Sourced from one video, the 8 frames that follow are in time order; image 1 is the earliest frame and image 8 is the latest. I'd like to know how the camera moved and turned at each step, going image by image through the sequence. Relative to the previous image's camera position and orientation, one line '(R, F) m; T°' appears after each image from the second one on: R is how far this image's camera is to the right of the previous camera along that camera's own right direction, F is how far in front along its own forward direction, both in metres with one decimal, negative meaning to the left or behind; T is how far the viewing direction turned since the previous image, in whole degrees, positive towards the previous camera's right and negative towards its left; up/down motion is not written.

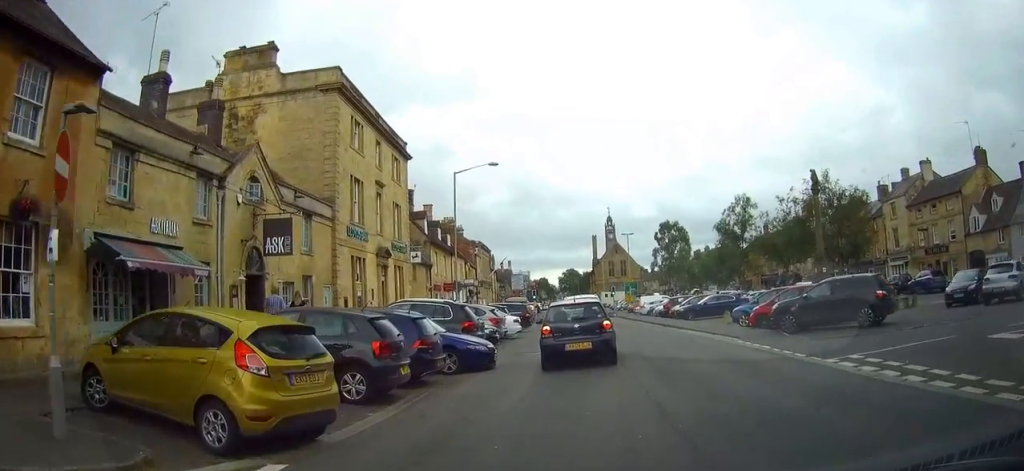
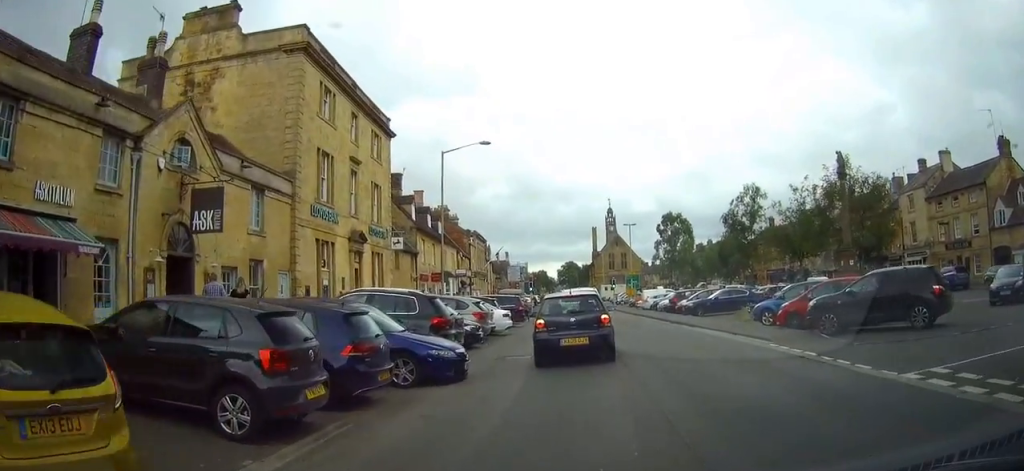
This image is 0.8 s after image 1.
(0.0, +3.6) m; +2°
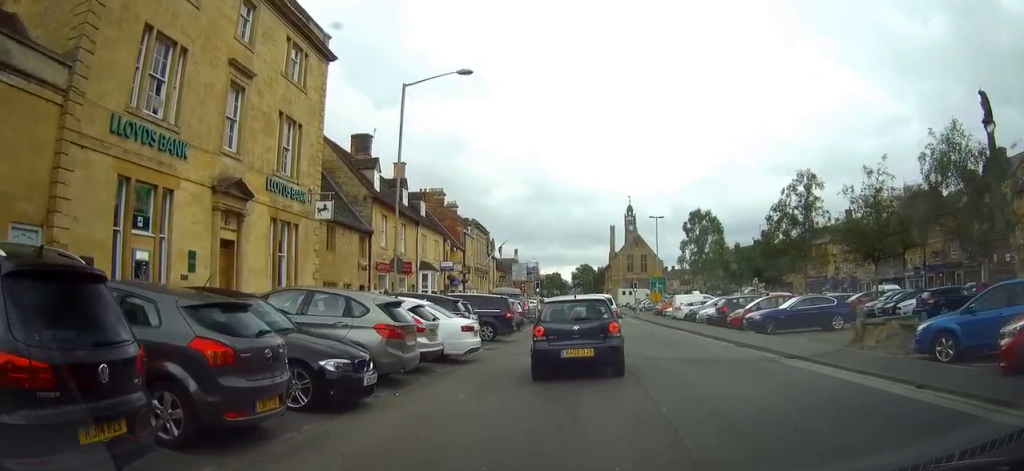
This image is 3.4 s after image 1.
(+0.4, +12.2) m; +2°
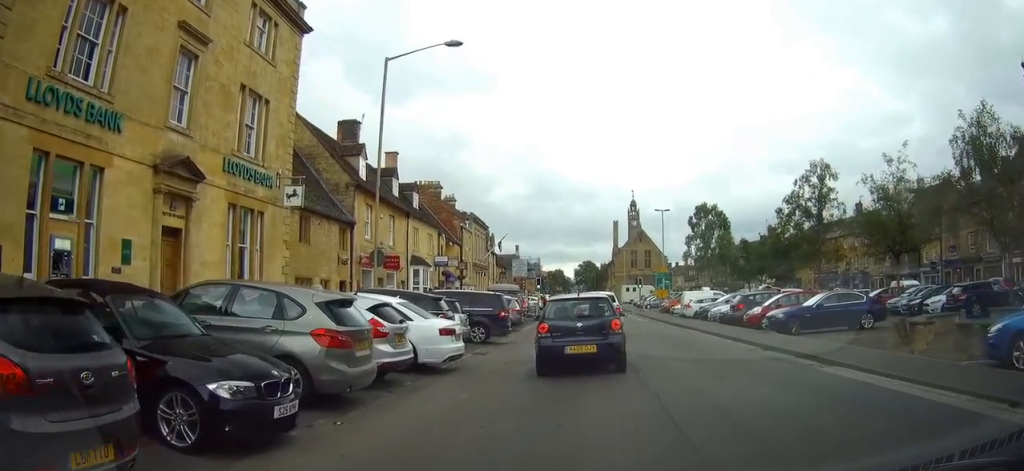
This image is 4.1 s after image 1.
(0.0, +2.6) m; +1°
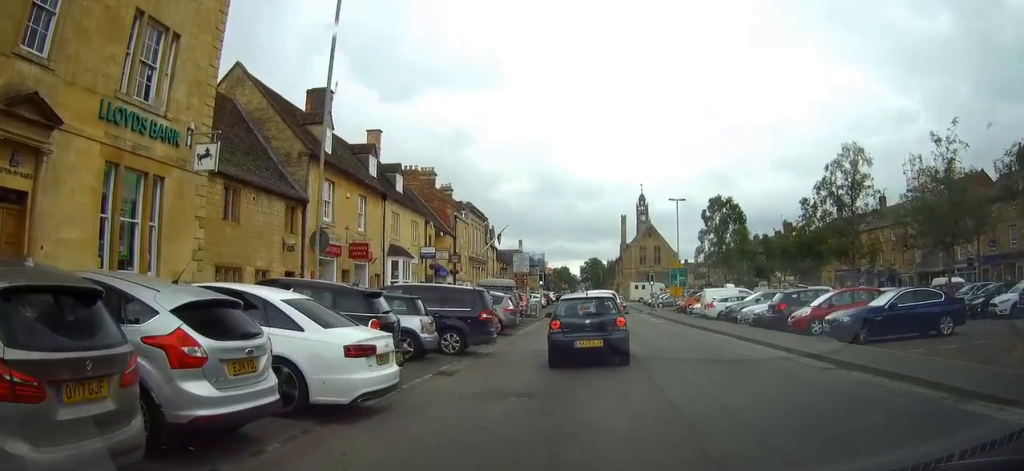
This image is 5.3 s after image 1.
(+0.1, +5.3) m; +2°
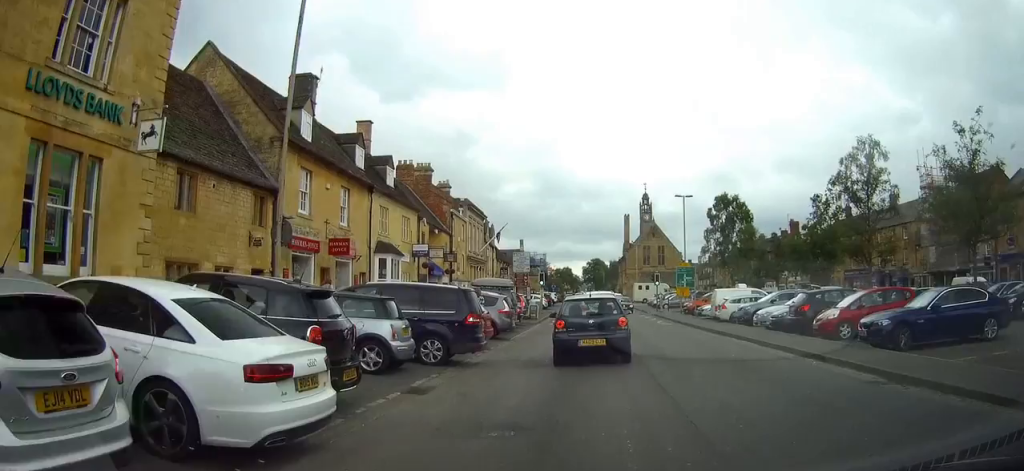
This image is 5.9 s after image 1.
(0.0, +2.3) m; -1°
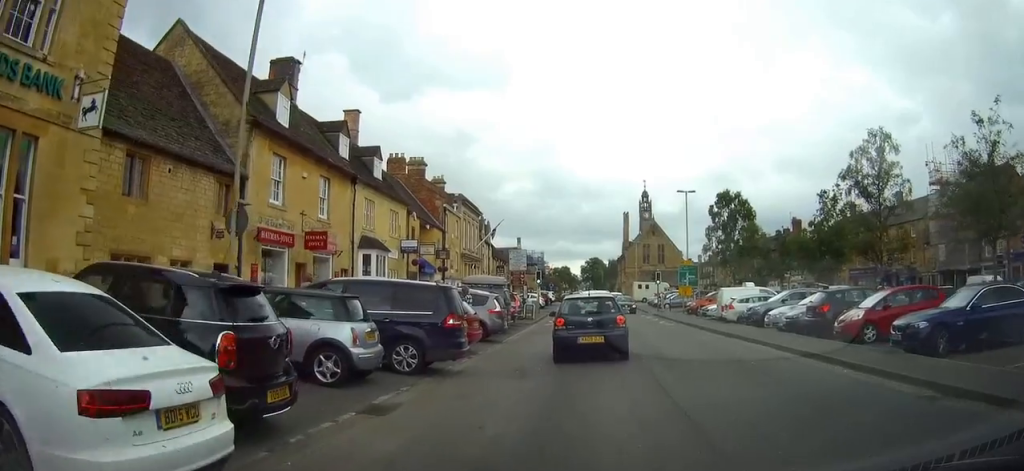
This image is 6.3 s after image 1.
(+0.1, +1.9) m; -2°
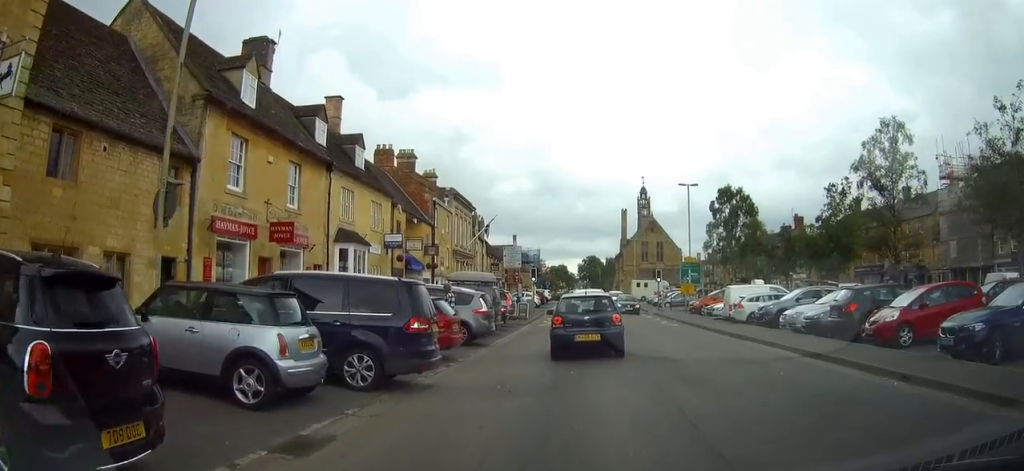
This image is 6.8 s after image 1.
(0.0, +2.3) m; -1°
